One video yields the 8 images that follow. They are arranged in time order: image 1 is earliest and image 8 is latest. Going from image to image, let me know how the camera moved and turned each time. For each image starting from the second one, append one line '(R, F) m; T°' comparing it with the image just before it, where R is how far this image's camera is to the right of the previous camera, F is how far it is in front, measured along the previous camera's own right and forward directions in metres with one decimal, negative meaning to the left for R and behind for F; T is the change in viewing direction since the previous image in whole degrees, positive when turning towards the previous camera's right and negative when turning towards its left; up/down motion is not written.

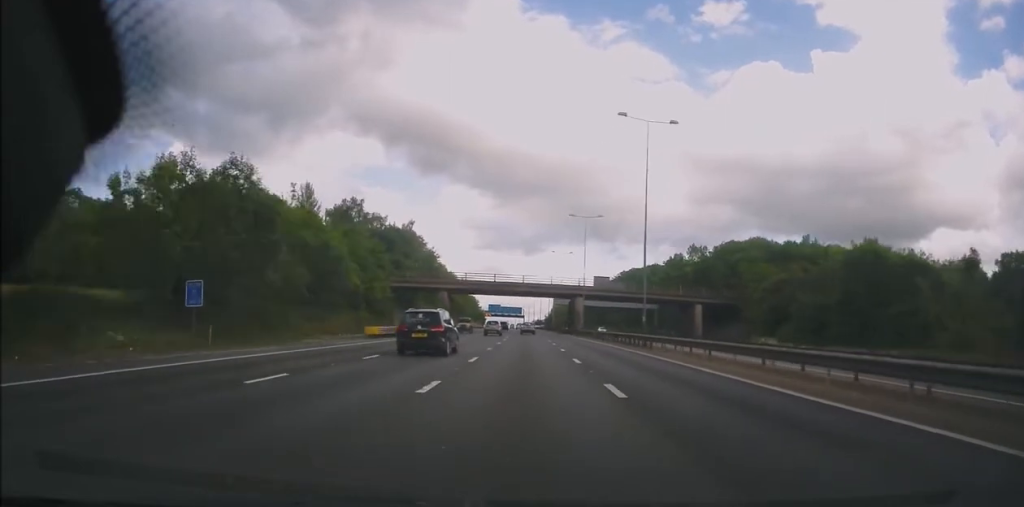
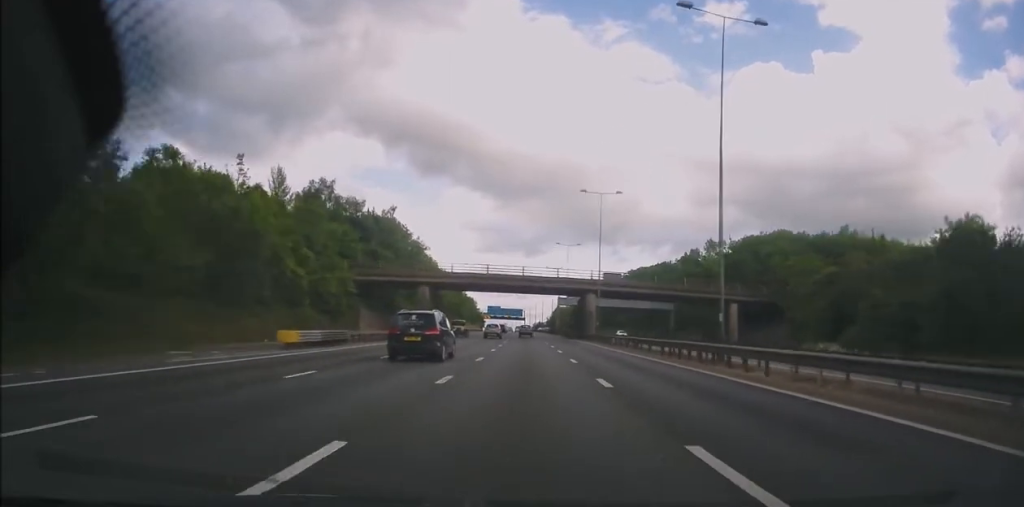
(-0.1, +15.6) m; -1°
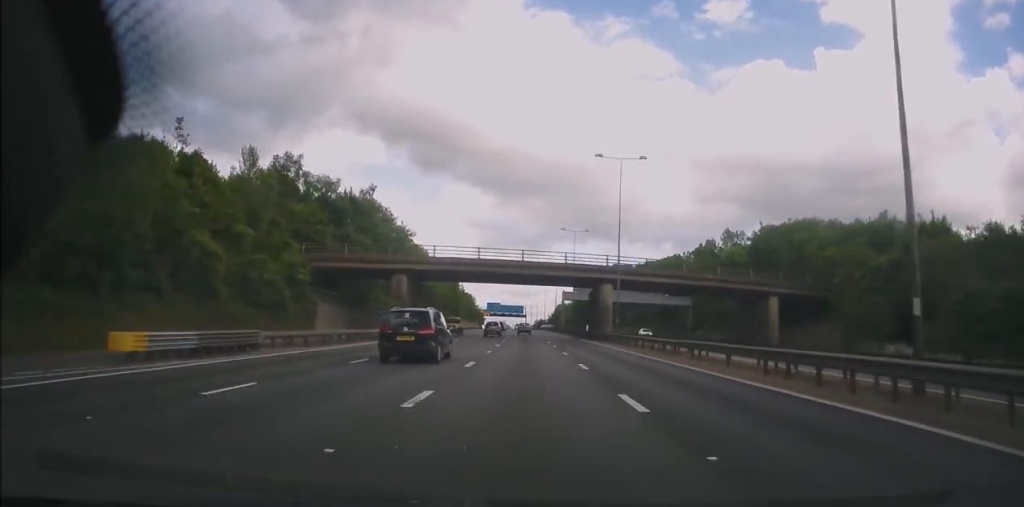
(-0.2, +12.6) m; 0°
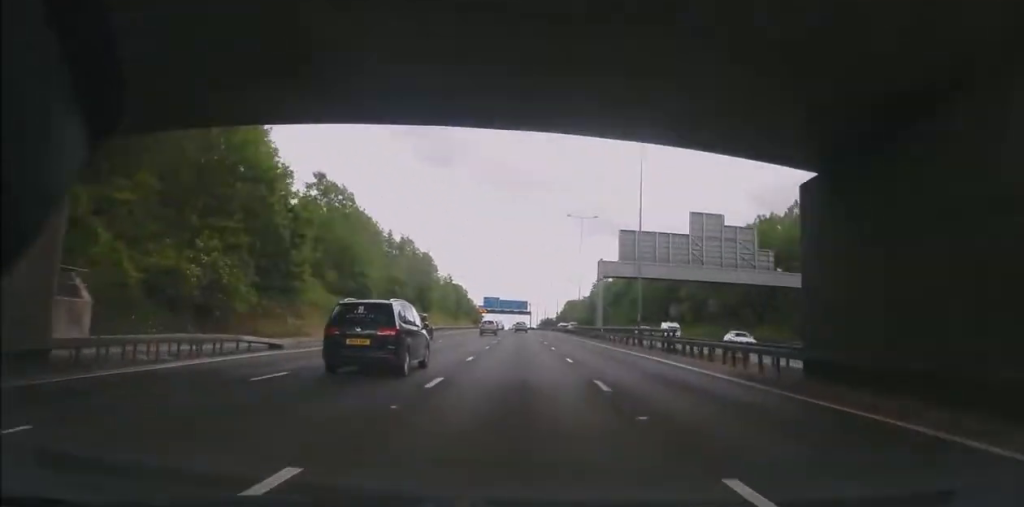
(-0.2, +50.3) m; 0°
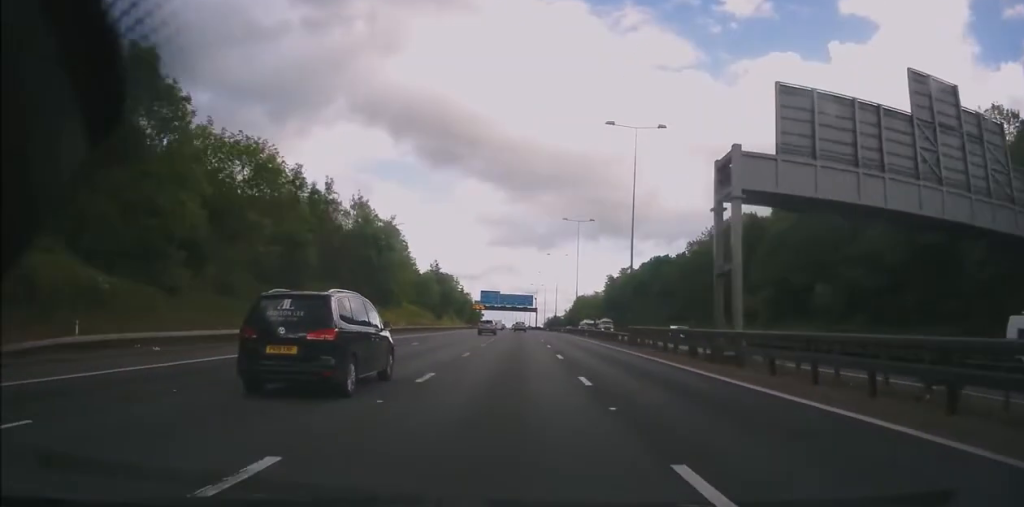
(+0.4, +36.9) m; 0°
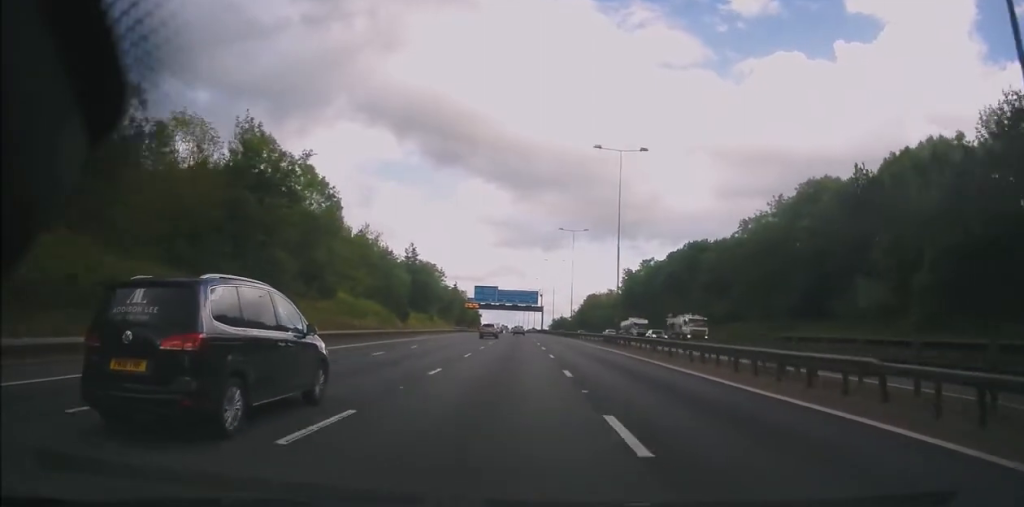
(-0.7, +35.1) m; -2°
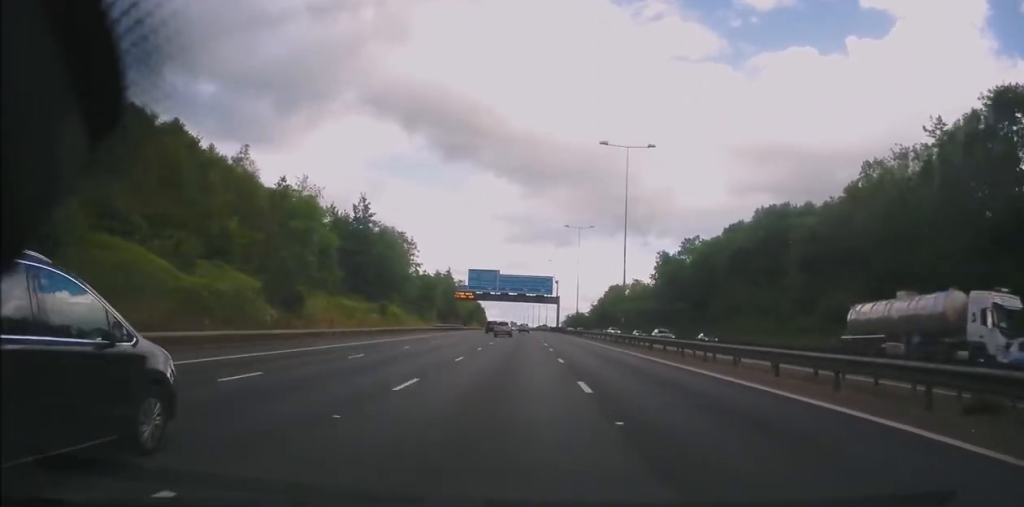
(-0.2, +40.4) m; -1°
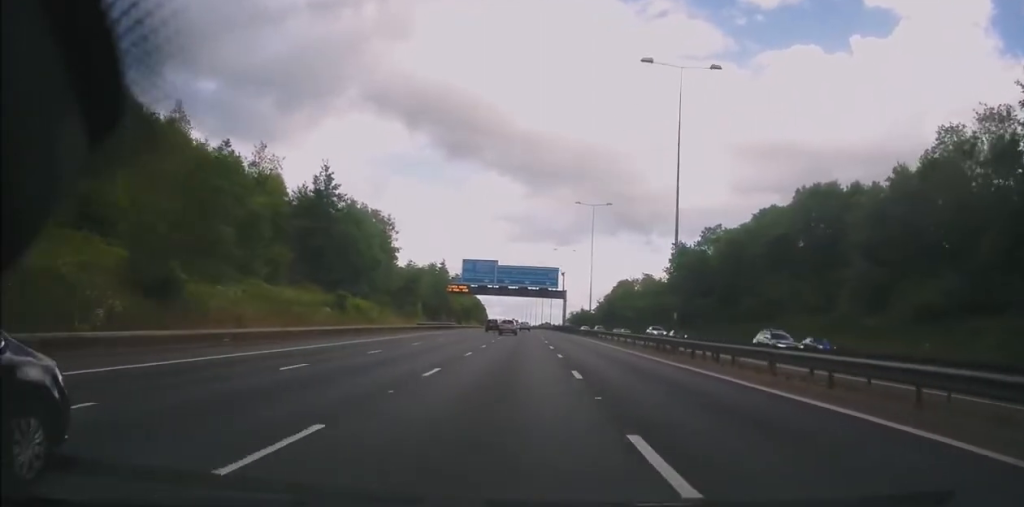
(-0.1, +15.4) m; 0°
